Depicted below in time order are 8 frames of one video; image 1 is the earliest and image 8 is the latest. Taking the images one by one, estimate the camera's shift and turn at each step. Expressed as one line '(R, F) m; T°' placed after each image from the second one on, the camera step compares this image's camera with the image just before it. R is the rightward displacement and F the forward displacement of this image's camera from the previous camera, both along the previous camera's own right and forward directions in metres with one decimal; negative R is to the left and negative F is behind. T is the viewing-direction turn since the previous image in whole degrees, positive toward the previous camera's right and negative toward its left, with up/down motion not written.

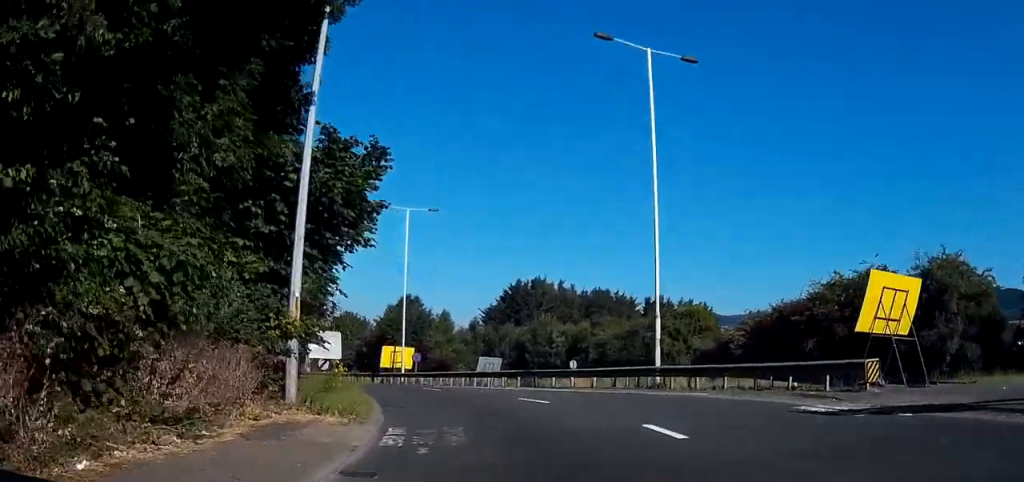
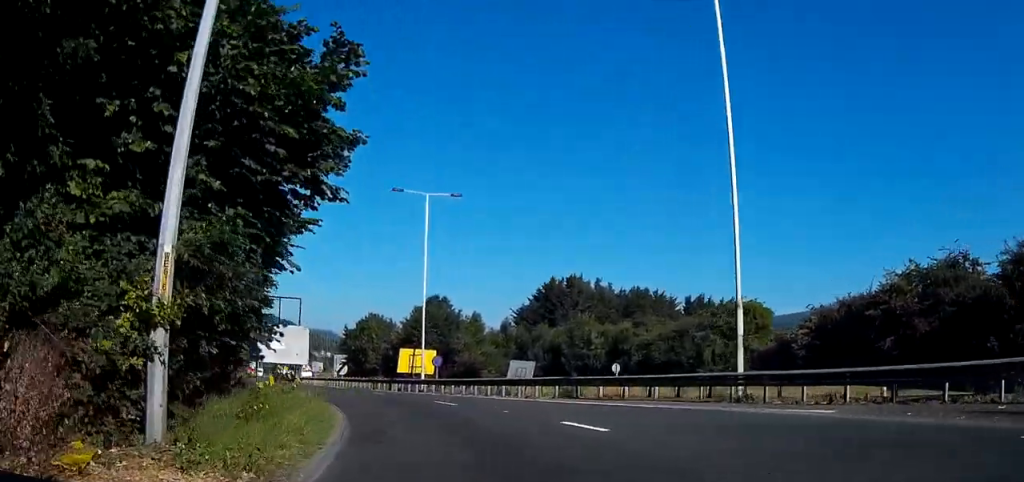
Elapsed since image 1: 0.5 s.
(+0.3, +6.0) m; -2°
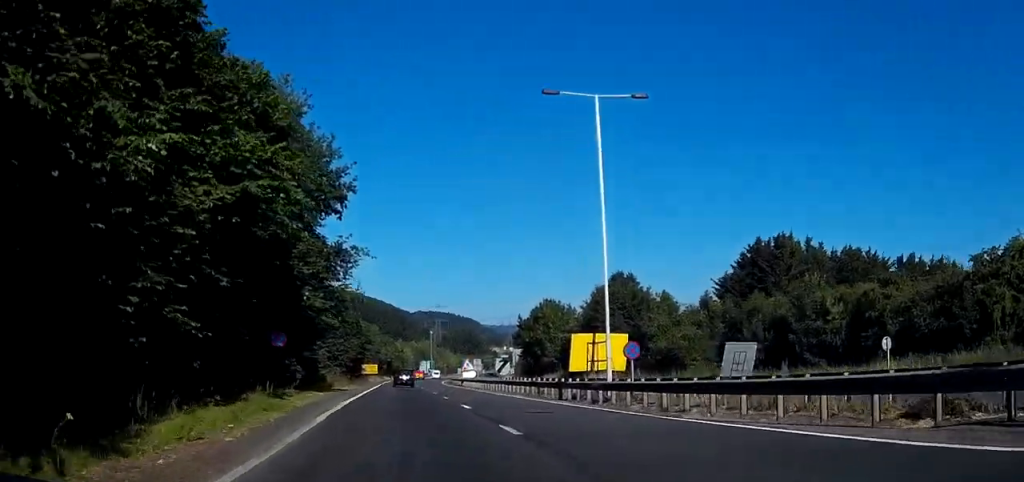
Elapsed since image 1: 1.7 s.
(-1.2, +16.3) m; -6°
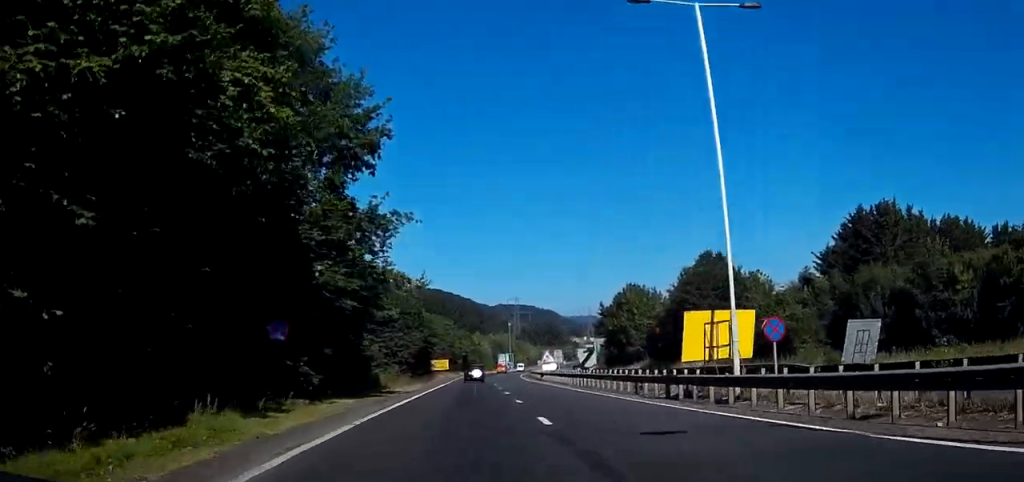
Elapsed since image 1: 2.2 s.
(+0.1, +7.6) m; -3°
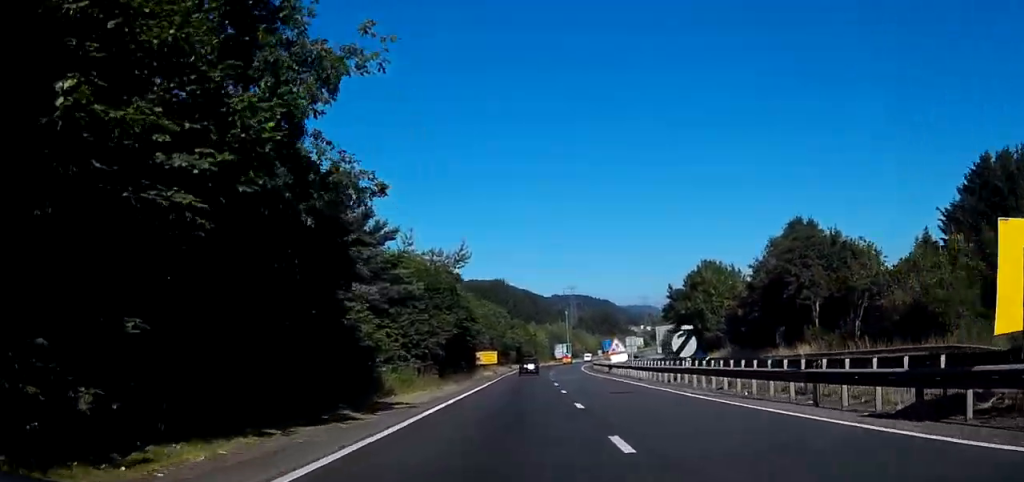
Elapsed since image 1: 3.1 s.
(-0.9, +13.7) m; -6°
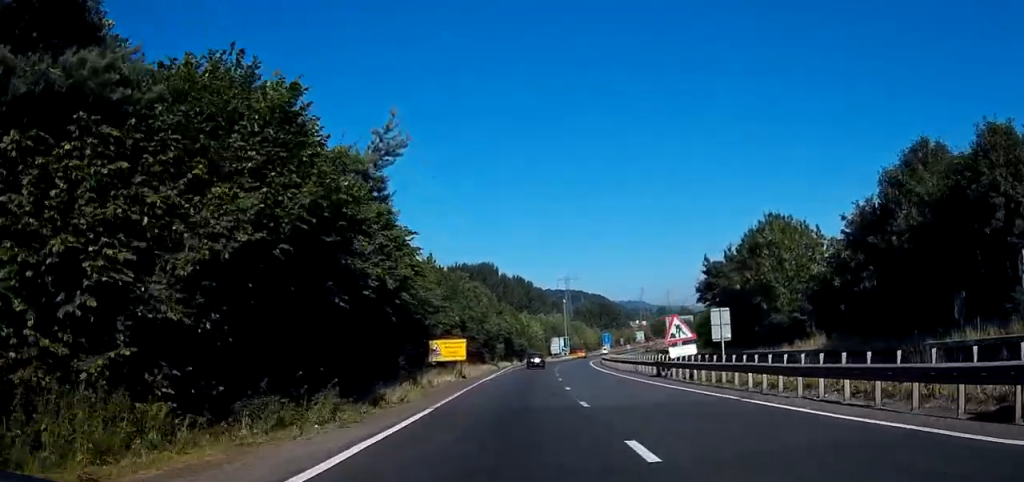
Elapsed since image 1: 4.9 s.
(-1.2, +28.2) m; -3°
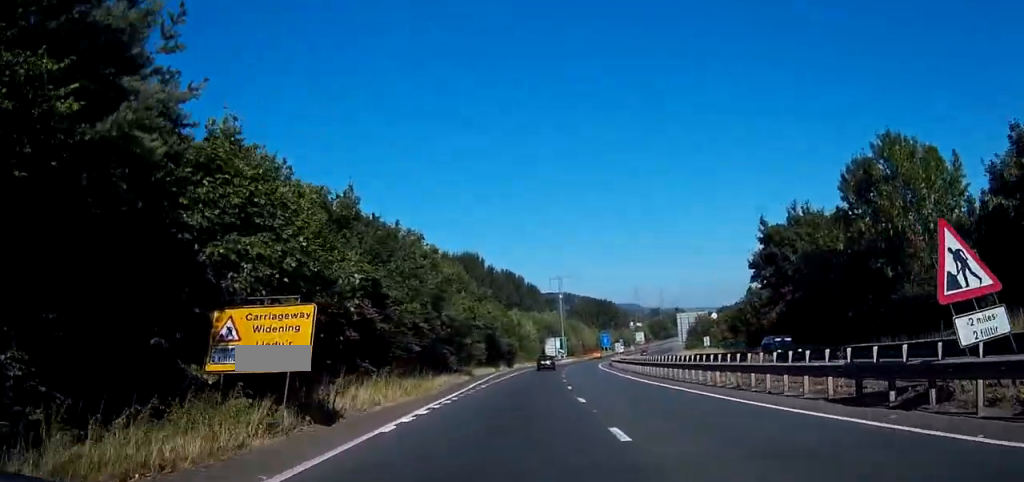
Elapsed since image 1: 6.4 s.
(0.0, +25.7) m; 0°
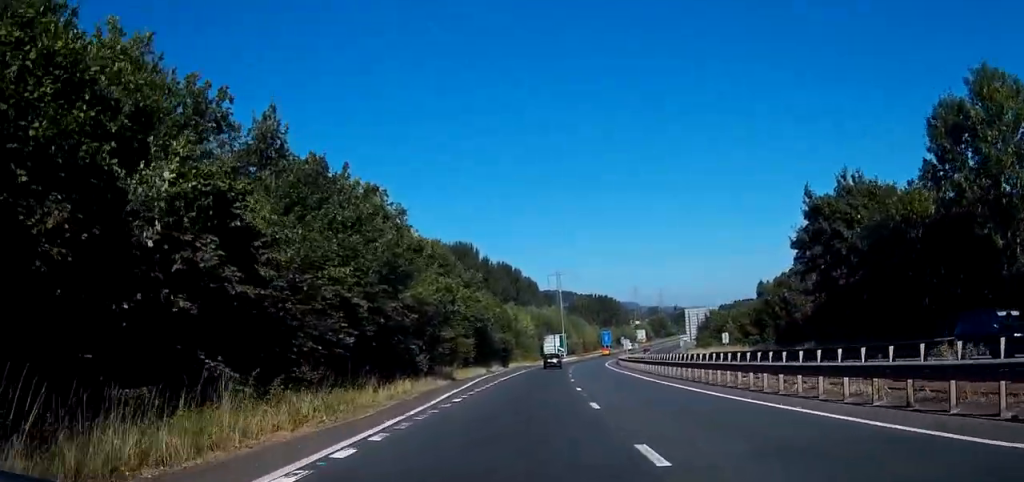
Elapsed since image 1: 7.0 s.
(0.0, +11.8) m; 0°
